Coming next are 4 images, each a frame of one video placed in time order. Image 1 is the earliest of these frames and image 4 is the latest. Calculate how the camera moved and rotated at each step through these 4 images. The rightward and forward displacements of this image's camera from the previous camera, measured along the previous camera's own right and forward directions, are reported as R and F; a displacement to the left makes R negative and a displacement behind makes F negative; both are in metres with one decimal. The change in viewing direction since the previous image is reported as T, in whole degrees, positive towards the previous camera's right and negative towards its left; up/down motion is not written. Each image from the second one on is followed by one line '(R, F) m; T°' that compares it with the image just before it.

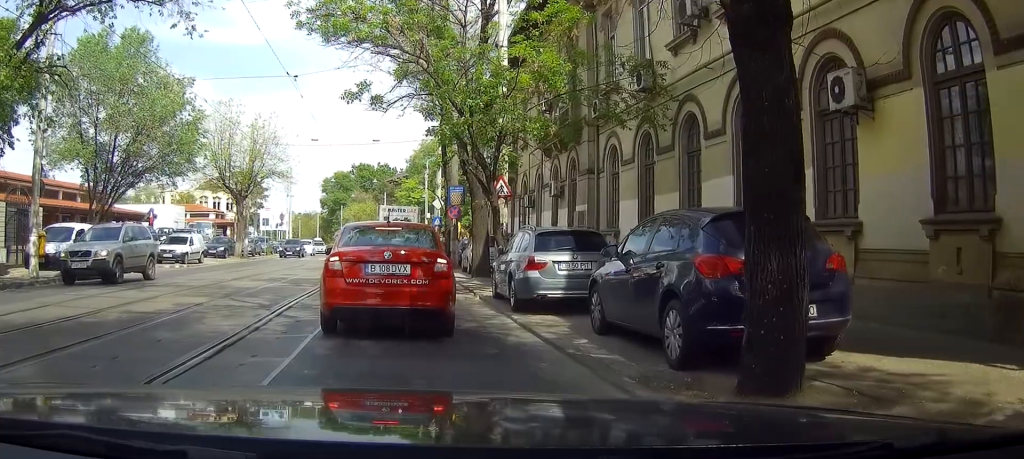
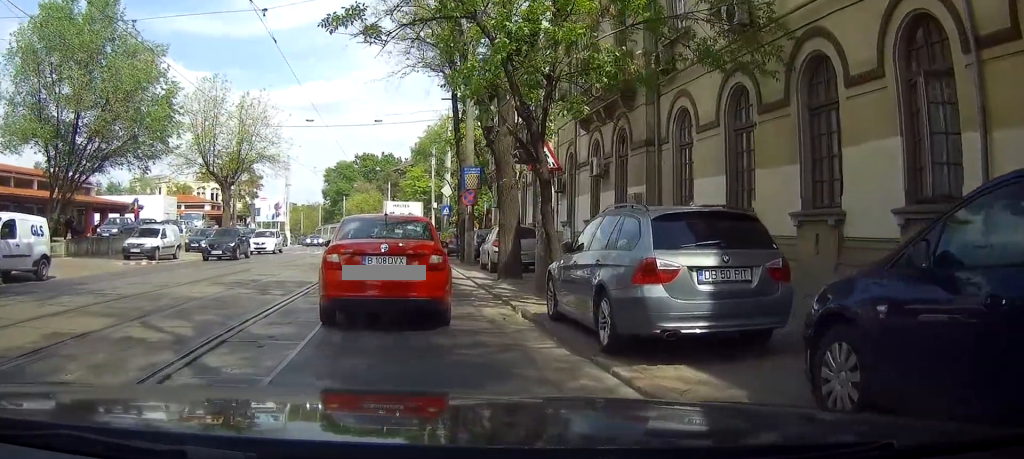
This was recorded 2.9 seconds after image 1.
(-0.1, +5.6) m; +2°
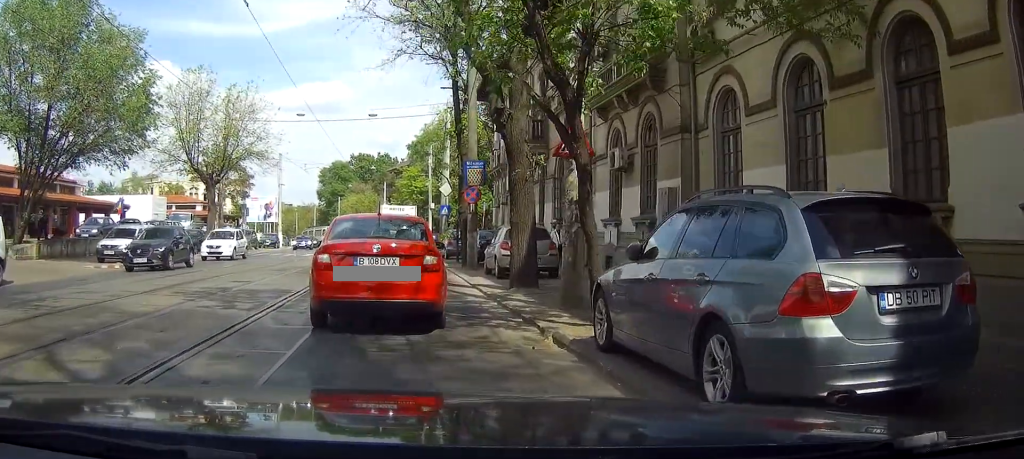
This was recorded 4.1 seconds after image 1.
(+0.2, +2.6) m; +2°
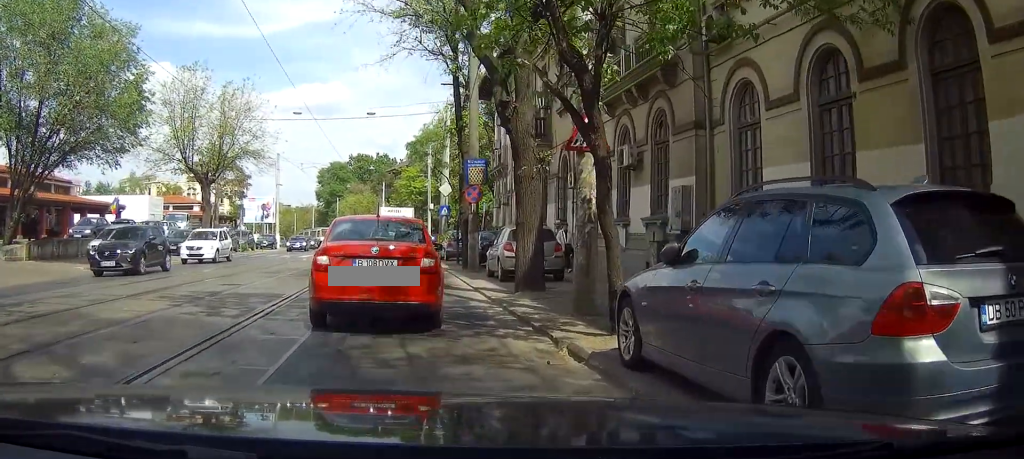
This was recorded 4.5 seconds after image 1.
(0.0, +0.8) m; -1°
